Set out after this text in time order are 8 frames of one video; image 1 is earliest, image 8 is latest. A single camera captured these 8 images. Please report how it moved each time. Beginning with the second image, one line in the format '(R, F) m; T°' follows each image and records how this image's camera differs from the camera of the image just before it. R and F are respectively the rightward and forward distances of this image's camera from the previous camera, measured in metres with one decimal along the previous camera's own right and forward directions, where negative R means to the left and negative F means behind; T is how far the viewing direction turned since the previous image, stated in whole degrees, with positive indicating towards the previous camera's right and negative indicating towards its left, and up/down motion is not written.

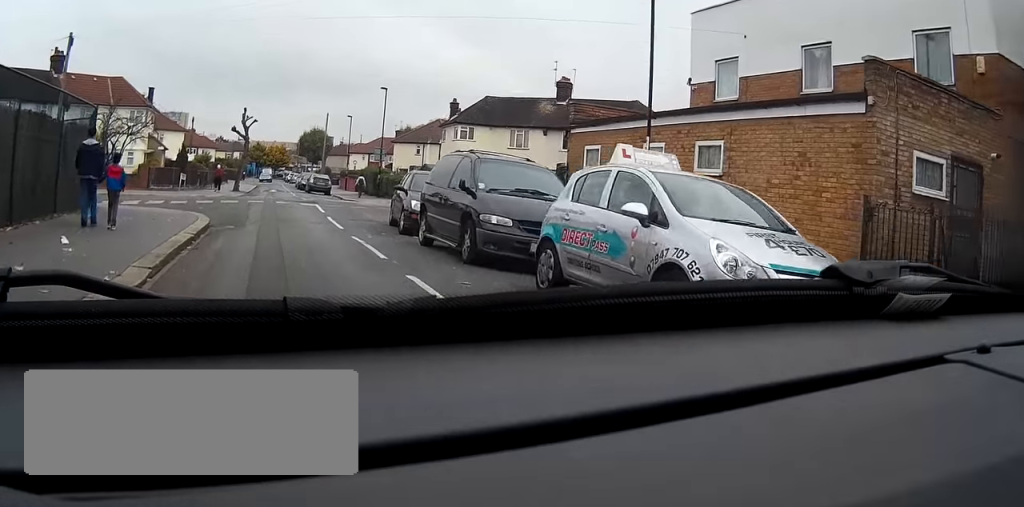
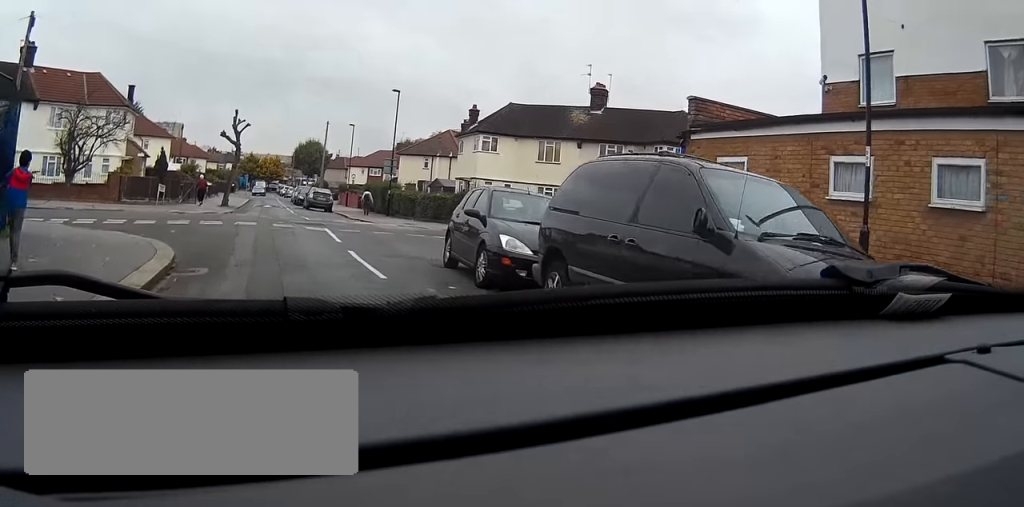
(+0.1, +6.8) m; 0°
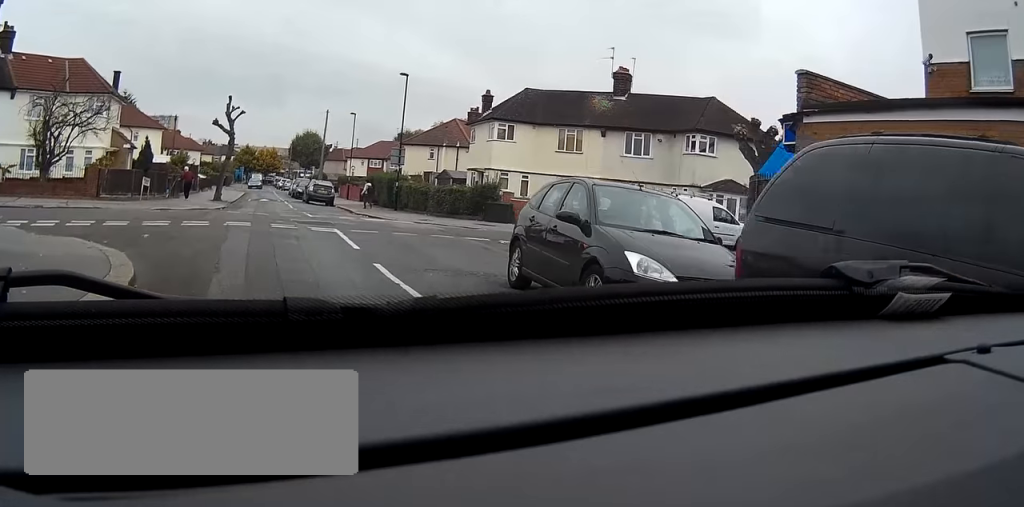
(-0.1, +3.9) m; -1°
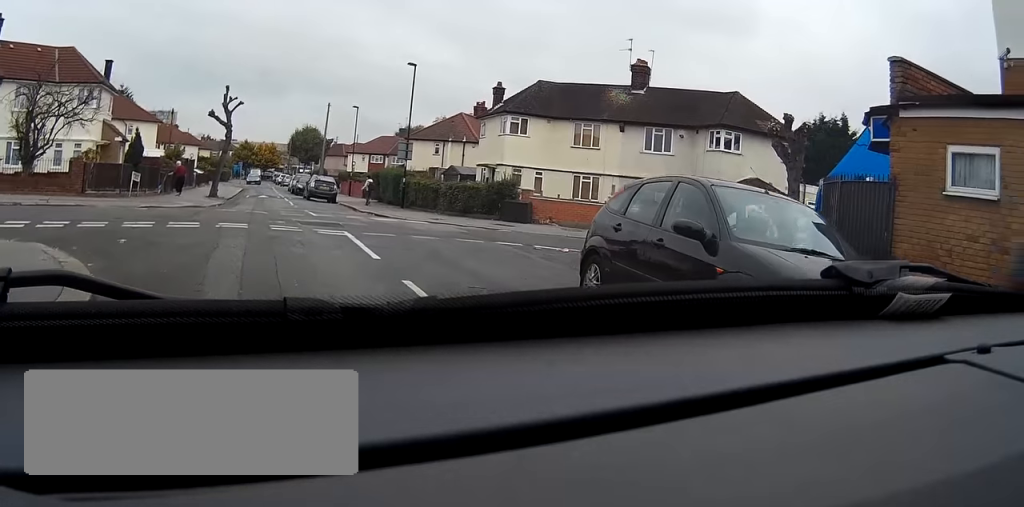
(0.0, +2.4) m; 0°
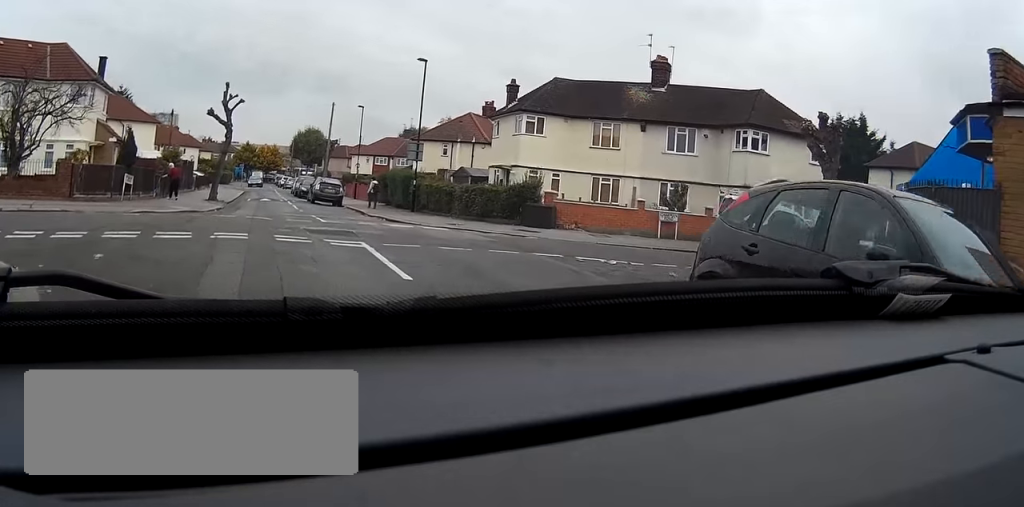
(0.0, +2.2) m; 0°
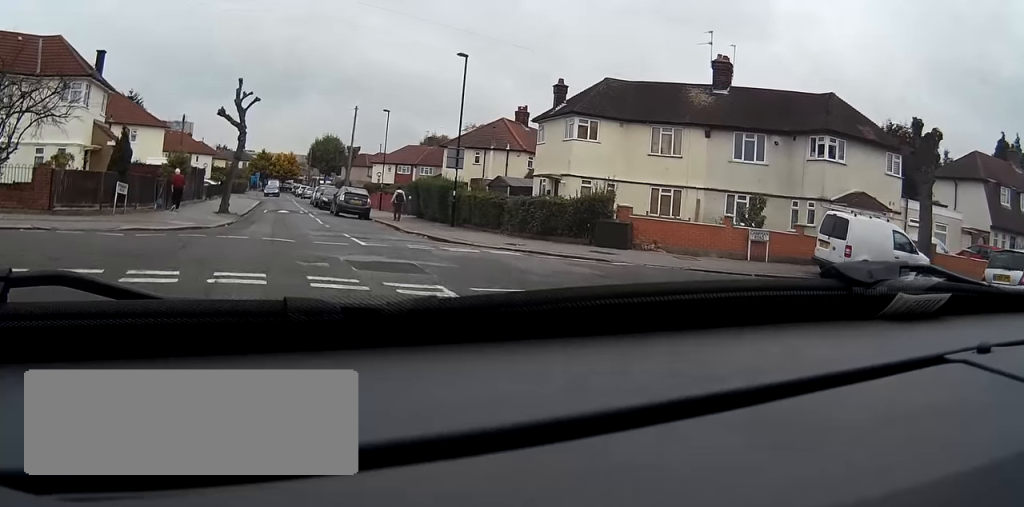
(-0.1, +4.6) m; -2°
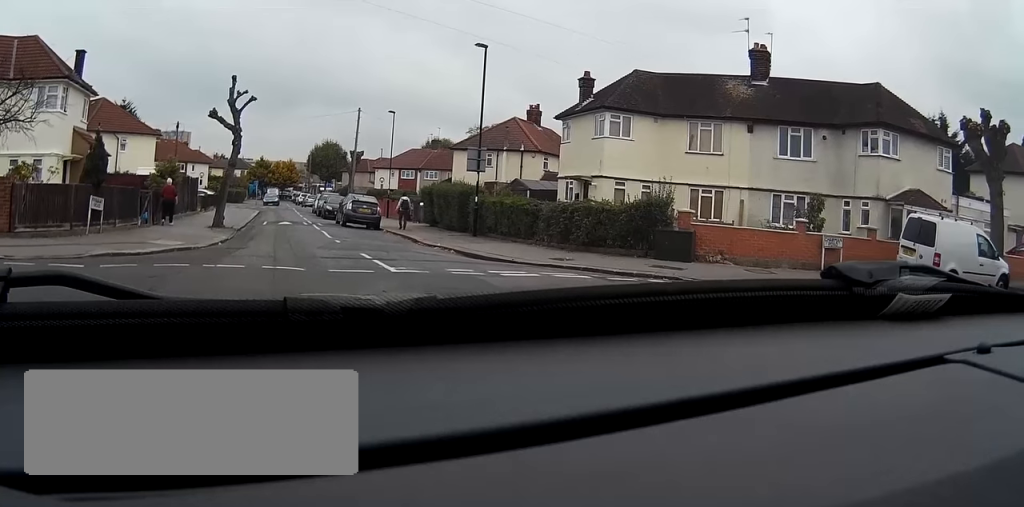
(0.0, +4.0) m; -6°
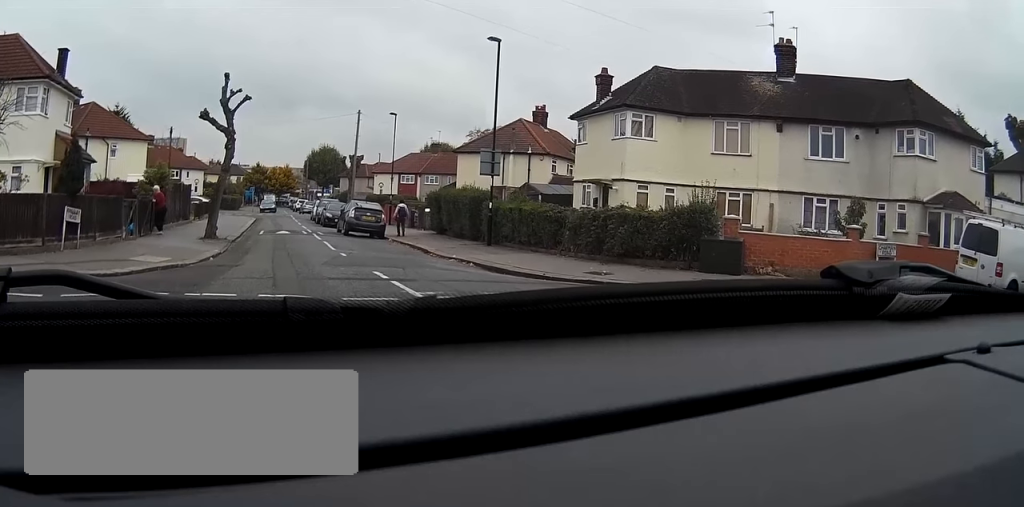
(-0.4, +3.2) m; -3°
